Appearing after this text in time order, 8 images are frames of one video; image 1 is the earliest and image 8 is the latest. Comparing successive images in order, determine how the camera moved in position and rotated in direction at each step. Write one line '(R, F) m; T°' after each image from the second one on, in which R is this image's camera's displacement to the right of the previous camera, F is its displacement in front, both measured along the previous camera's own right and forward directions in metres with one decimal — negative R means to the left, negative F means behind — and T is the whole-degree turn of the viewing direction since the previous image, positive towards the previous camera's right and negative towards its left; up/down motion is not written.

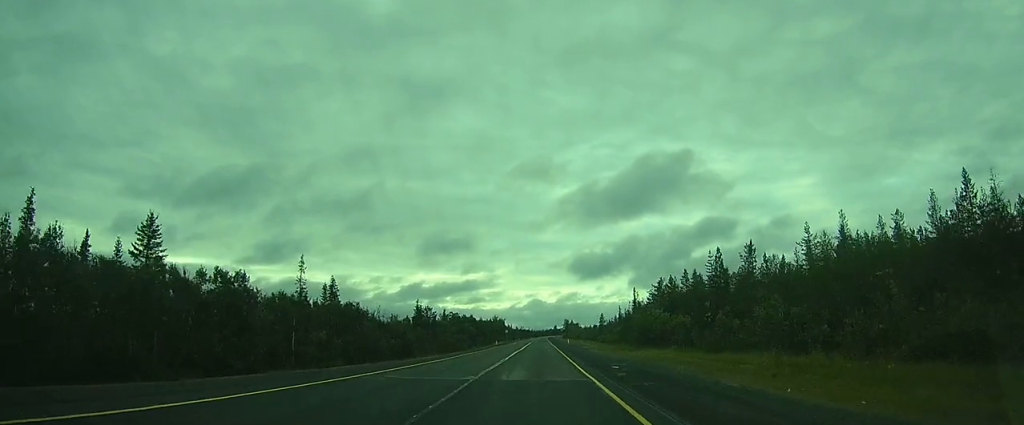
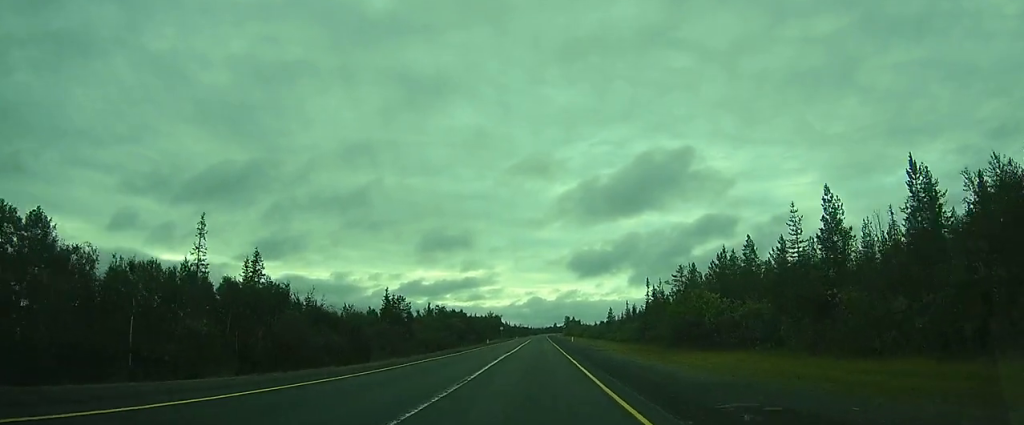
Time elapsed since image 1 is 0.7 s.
(0.0, +15.6) m; 0°
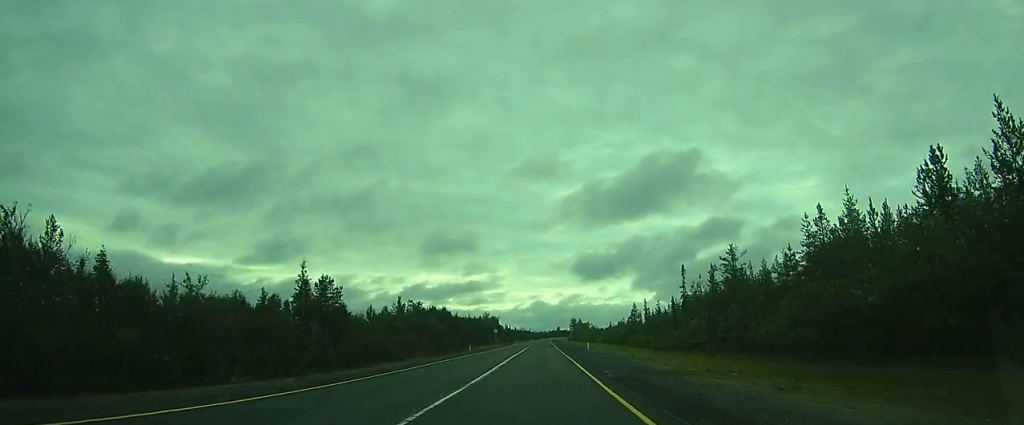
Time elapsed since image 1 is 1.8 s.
(+0.1, +23.7) m; 0°
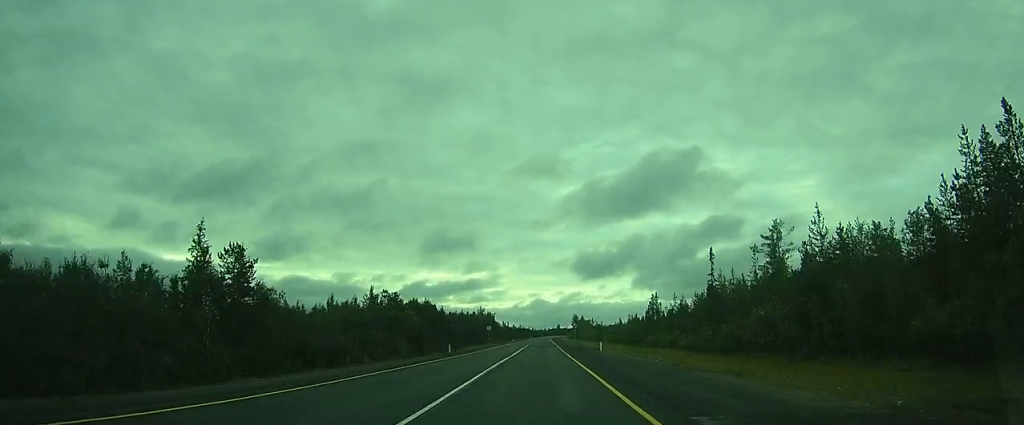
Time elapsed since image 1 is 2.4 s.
(0.0, +13.3) m; 0°
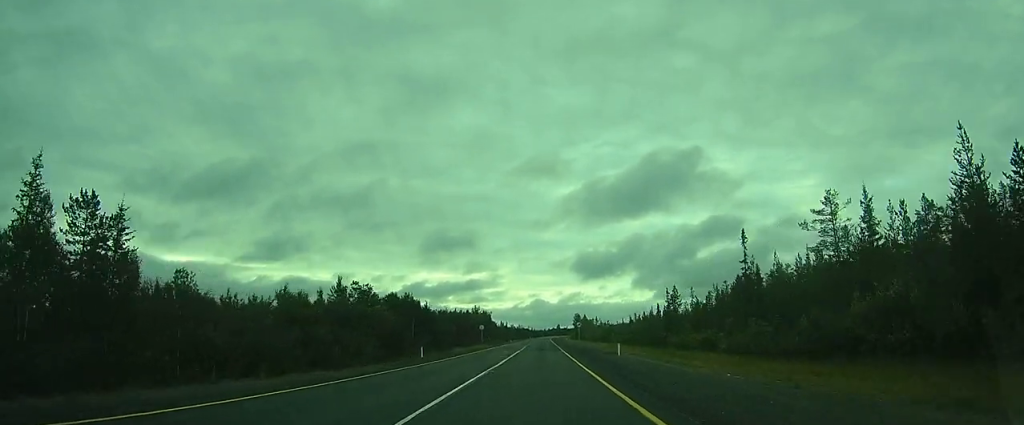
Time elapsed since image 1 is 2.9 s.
(0.0, +11.1) m; 0°
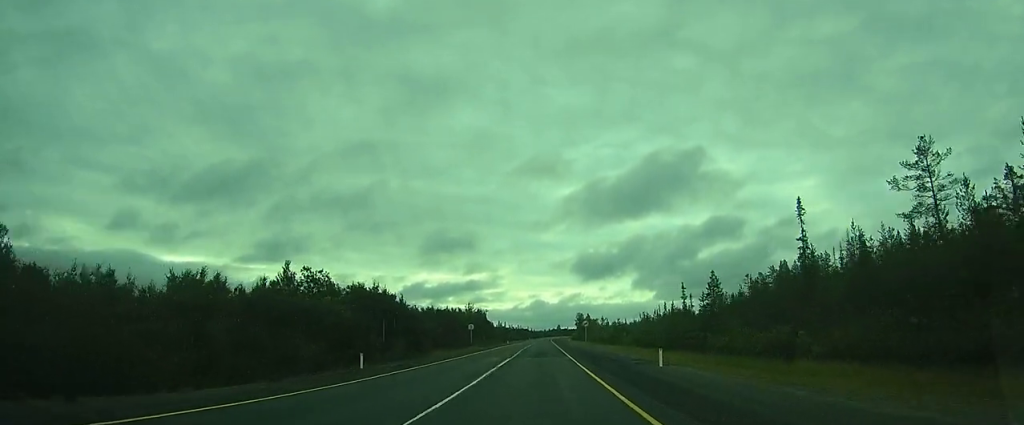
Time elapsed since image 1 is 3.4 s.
(-0.1, +12.5) m; 0°
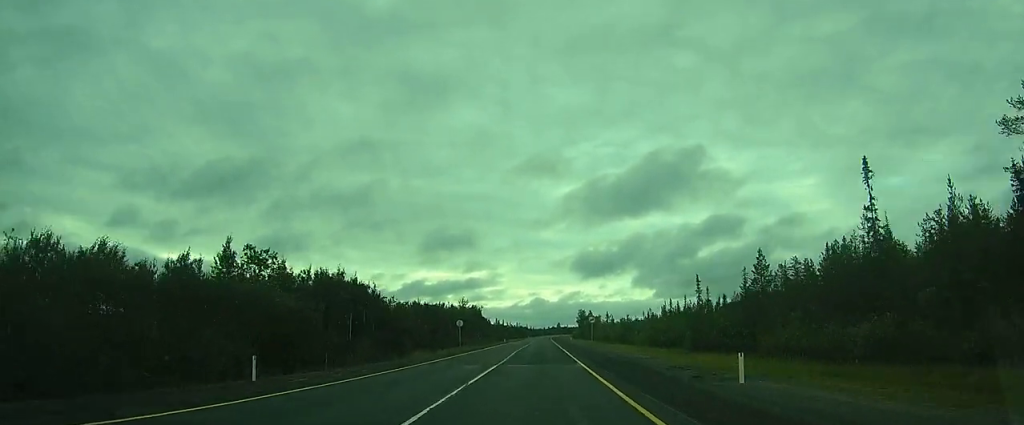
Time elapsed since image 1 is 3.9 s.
(+0.1, +9.6) m; 0°
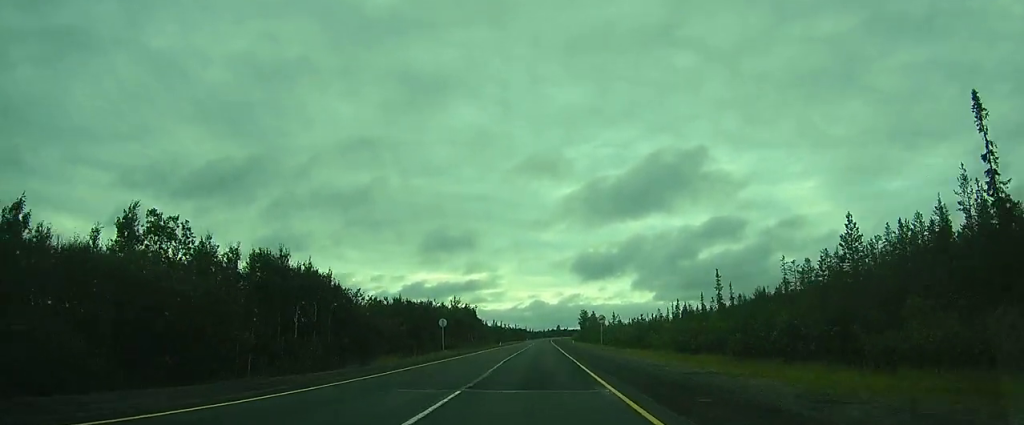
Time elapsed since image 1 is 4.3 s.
(0.0, +10.3) m; 0°
